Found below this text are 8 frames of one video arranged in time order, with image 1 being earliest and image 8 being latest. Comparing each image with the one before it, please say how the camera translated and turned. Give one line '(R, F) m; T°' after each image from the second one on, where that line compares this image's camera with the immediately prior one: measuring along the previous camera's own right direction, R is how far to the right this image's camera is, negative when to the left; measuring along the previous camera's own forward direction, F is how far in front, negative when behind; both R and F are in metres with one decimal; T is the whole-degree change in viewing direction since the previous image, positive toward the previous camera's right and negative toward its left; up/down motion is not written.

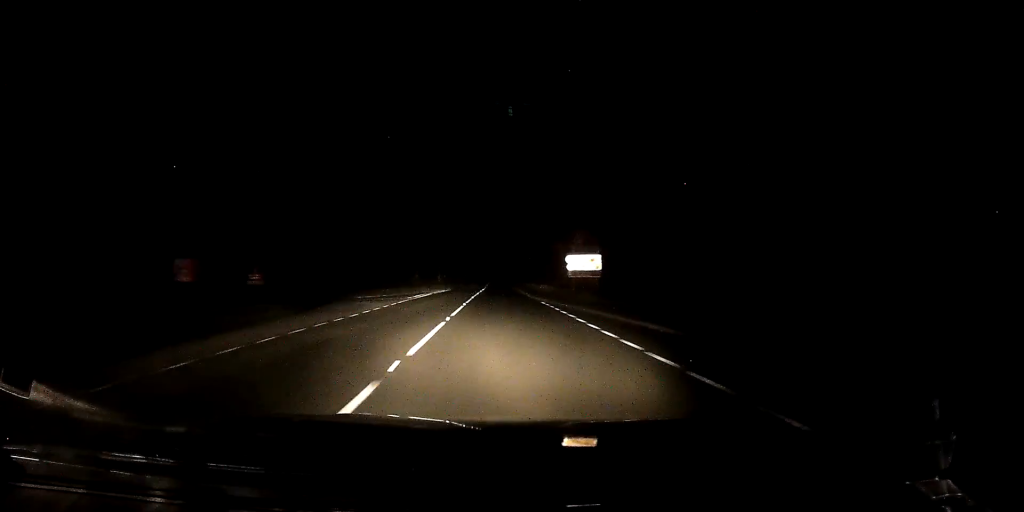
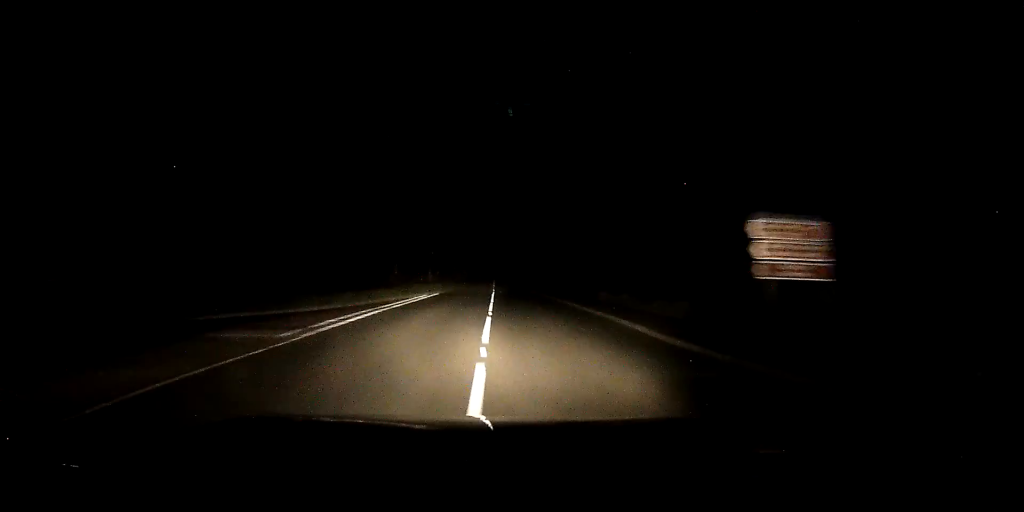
(-0.2, +24.8) m; -1°
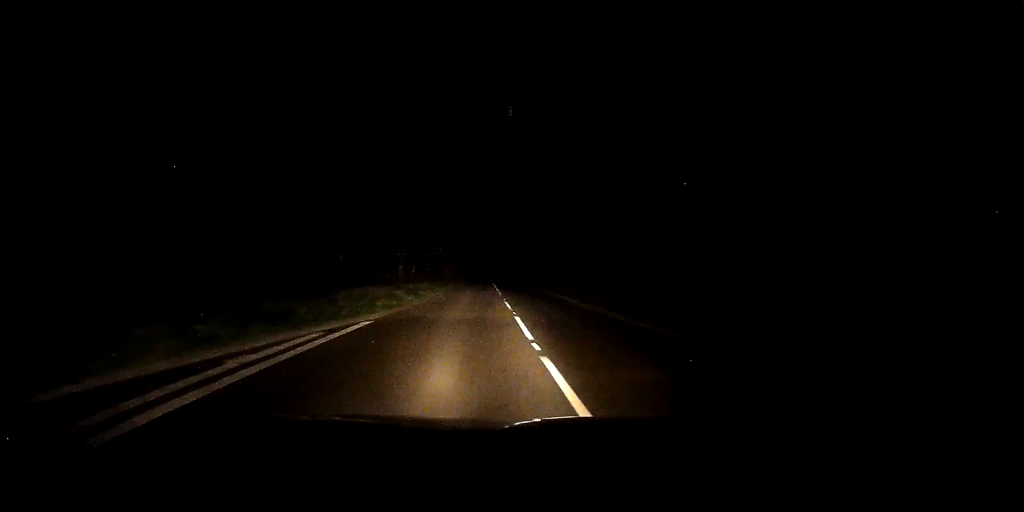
(-0.1, +24.3) m; +1°
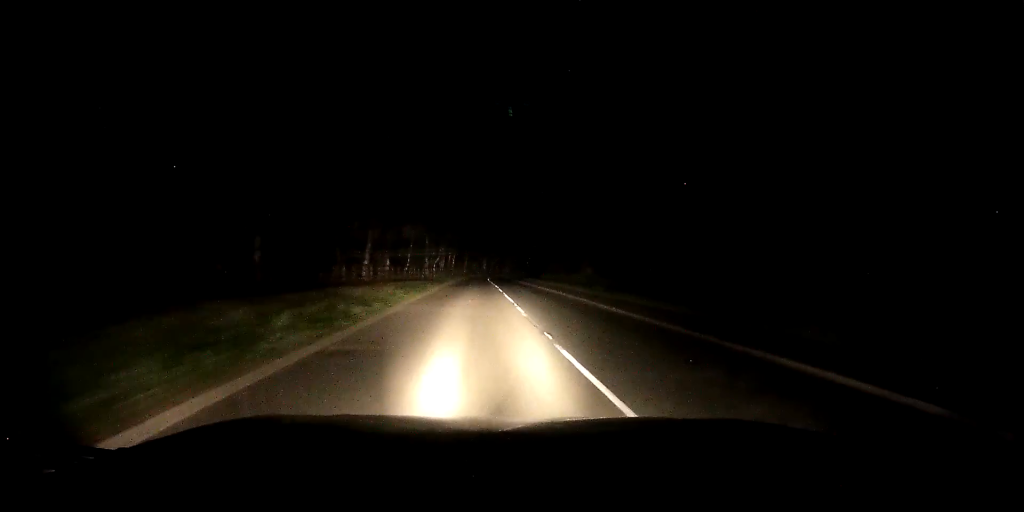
(0.0, +15.6) m; +1°
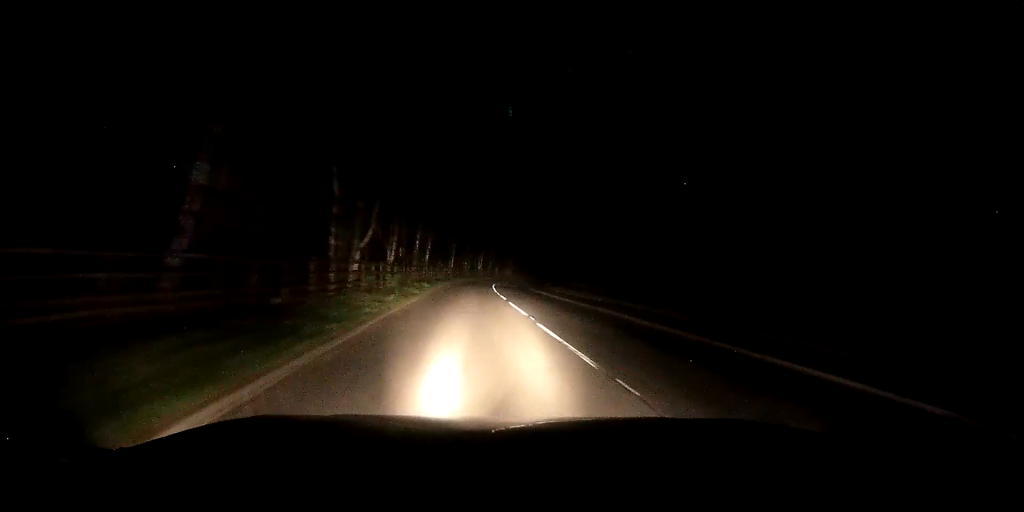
(+0.5, +41.1) m; +1°
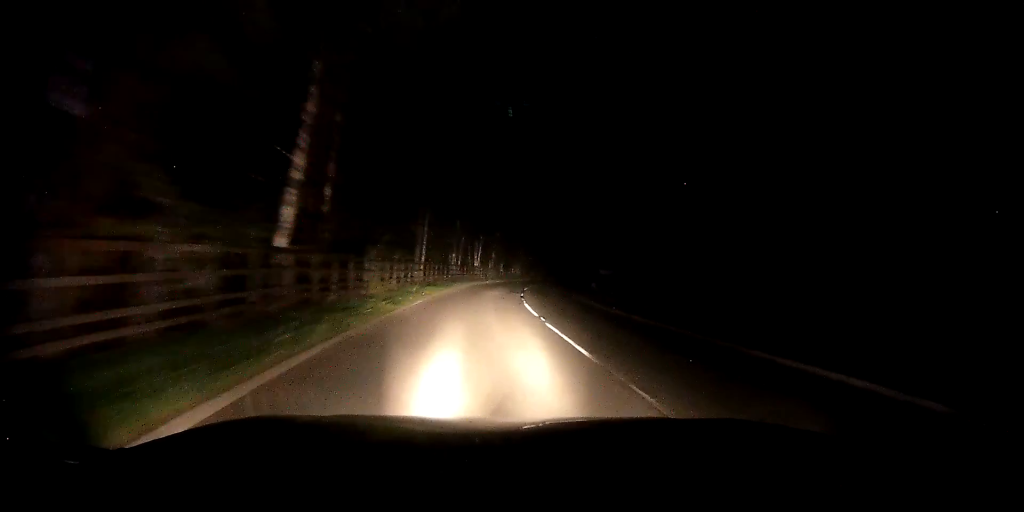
(+0.1, +37.4) m; 0°
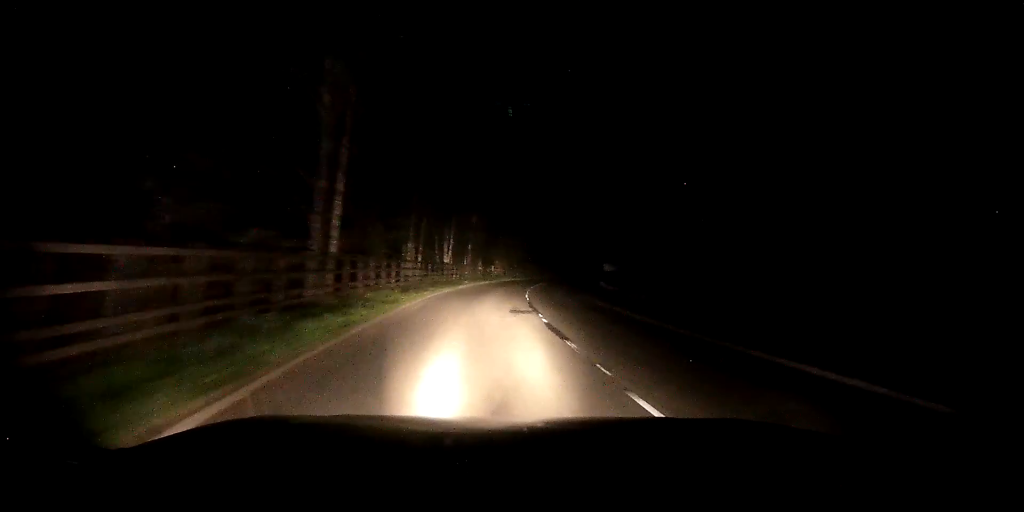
(-0.1, +17.6) m; +2°
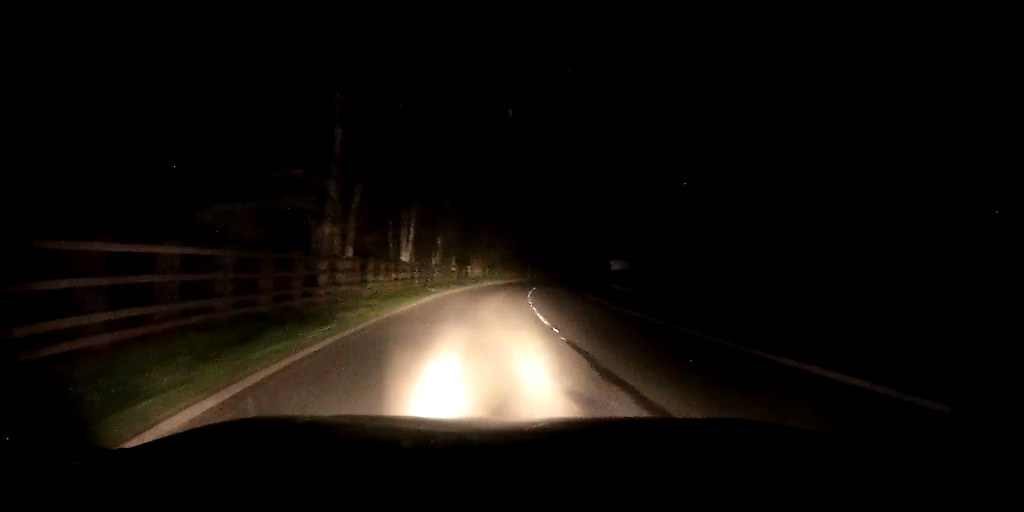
(-0.3, +13.7) m; +1°
